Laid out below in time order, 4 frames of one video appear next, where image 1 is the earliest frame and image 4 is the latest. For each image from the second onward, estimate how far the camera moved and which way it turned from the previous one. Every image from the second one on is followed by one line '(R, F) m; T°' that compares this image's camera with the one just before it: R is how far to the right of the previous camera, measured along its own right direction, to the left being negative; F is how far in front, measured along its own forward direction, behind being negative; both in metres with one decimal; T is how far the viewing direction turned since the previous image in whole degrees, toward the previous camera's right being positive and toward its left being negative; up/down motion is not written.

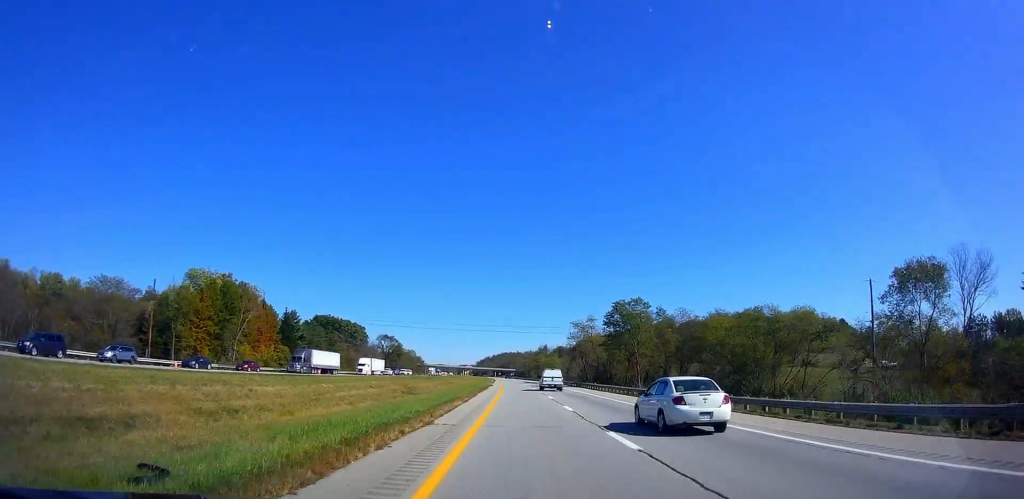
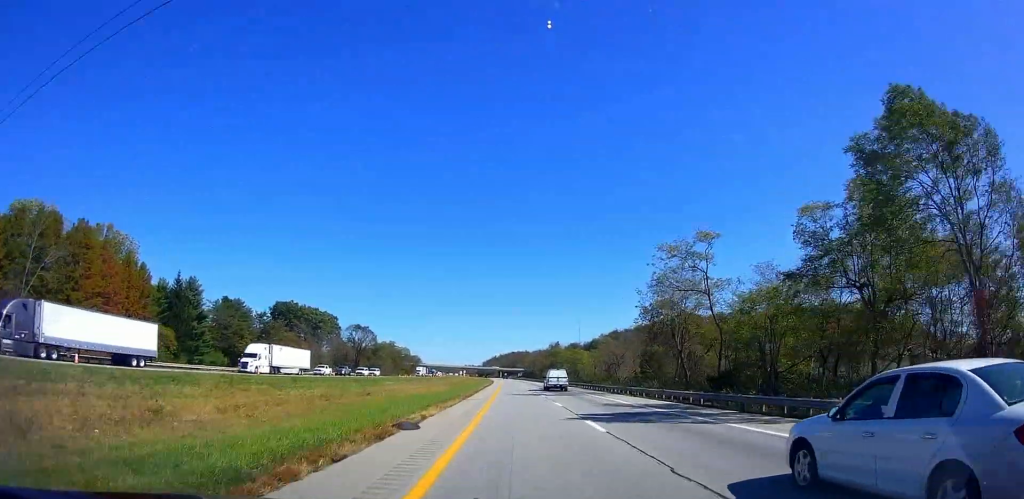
(-1.7, +56.7) m; -2°
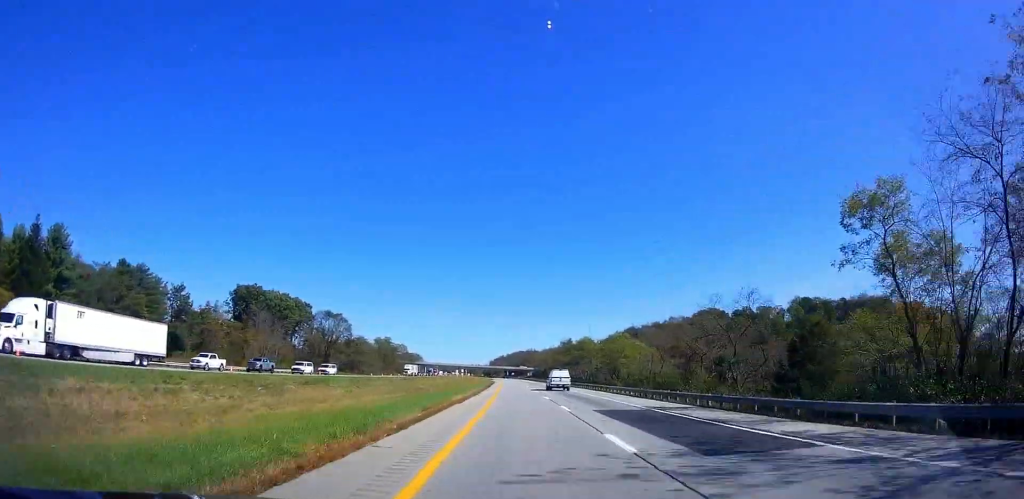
(+0.8, +41.1) m; 0°
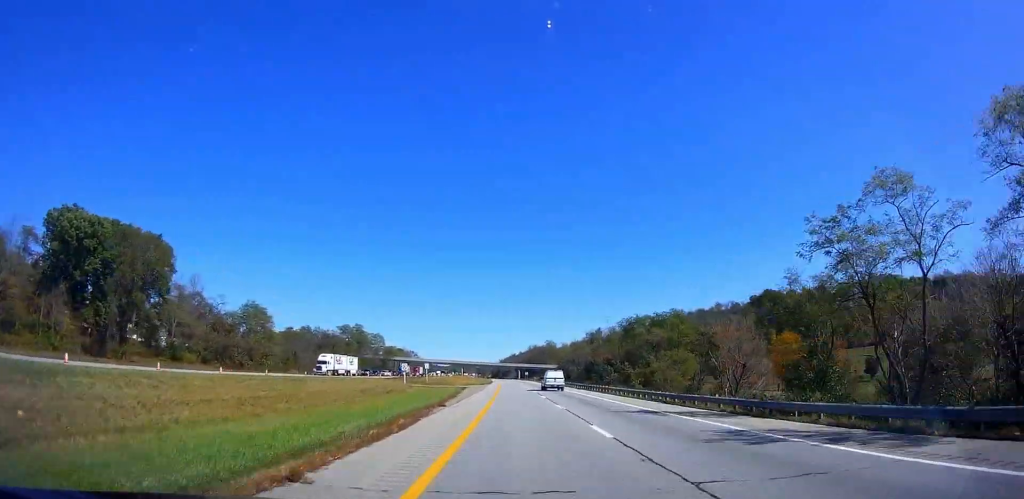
(-2.2, +95.8) m; -1°
